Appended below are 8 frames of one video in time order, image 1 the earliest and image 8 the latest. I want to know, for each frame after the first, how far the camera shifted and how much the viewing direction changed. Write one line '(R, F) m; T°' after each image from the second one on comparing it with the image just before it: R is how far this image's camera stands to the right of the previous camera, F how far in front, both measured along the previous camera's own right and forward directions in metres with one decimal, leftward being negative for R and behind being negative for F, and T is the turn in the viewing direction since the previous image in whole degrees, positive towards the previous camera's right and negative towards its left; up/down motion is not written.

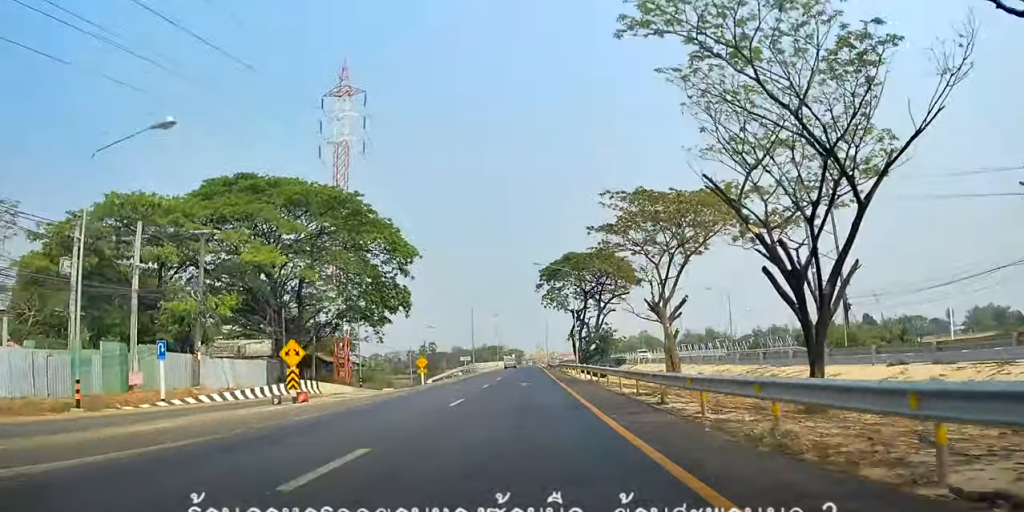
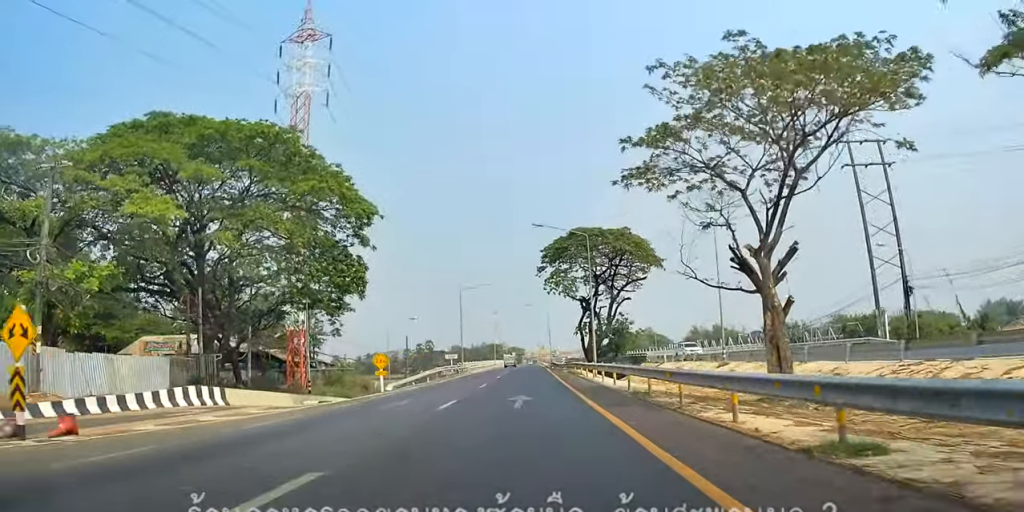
(+0.5, +14.8) m; 0°
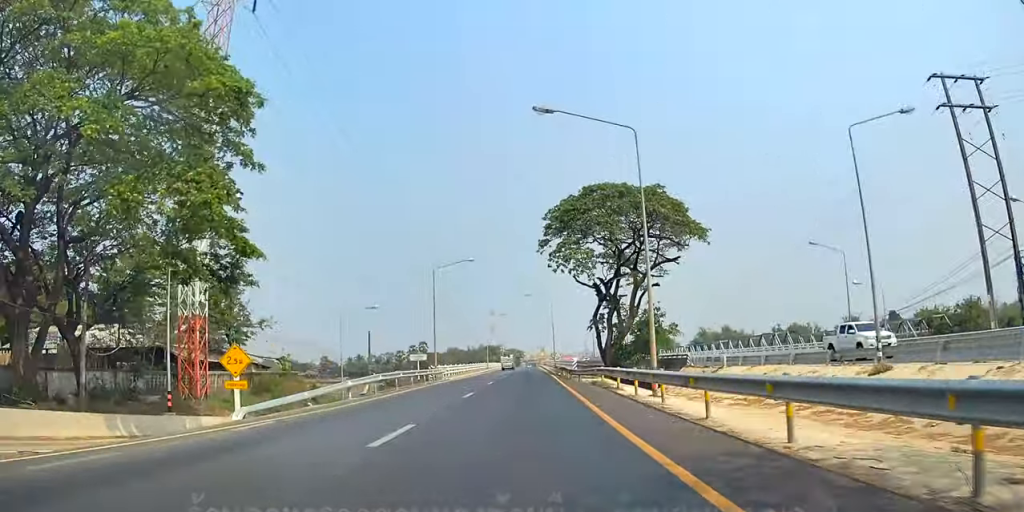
(-0.5, +17.9) m; -1°
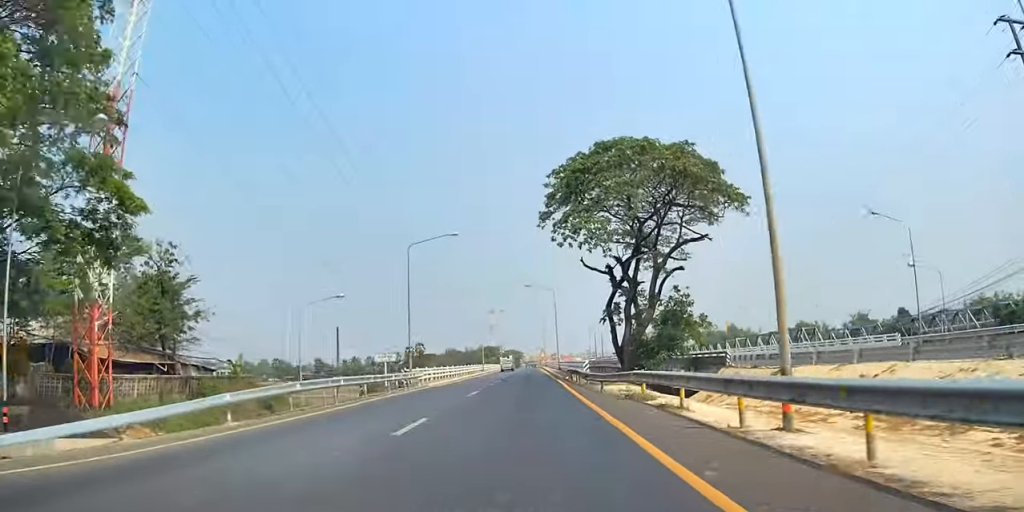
(-0.1, +11.1) m; -1°
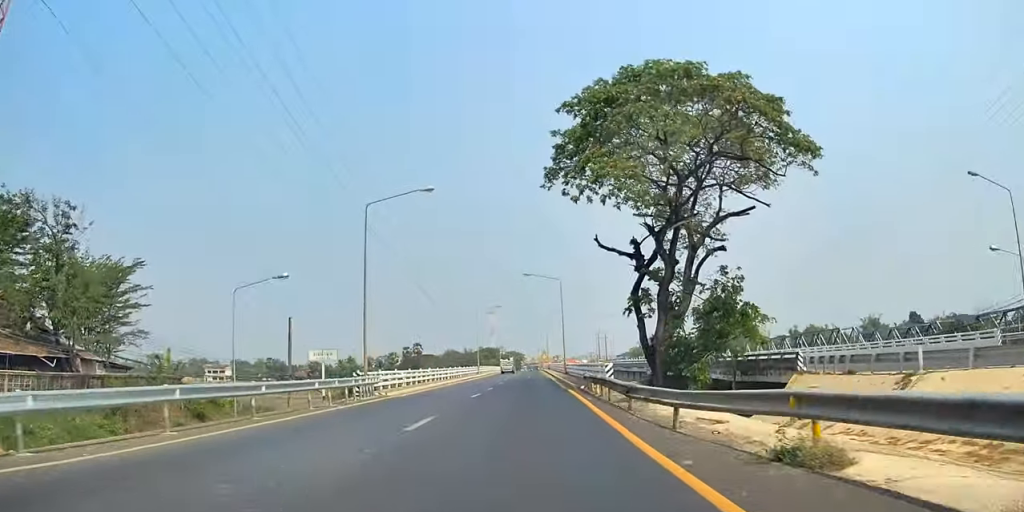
(0.0, +11.5) m; 0°
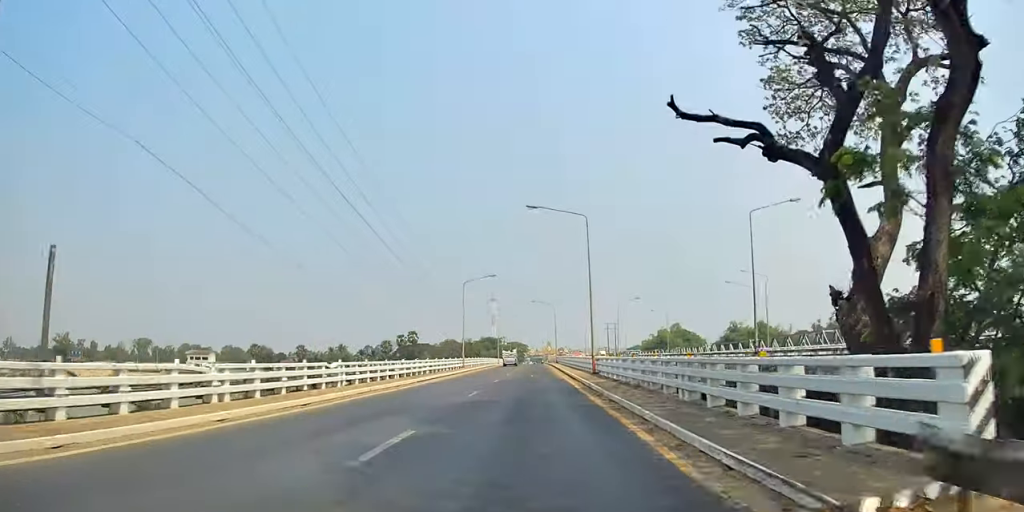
(0.0, +24.8) m; 0°
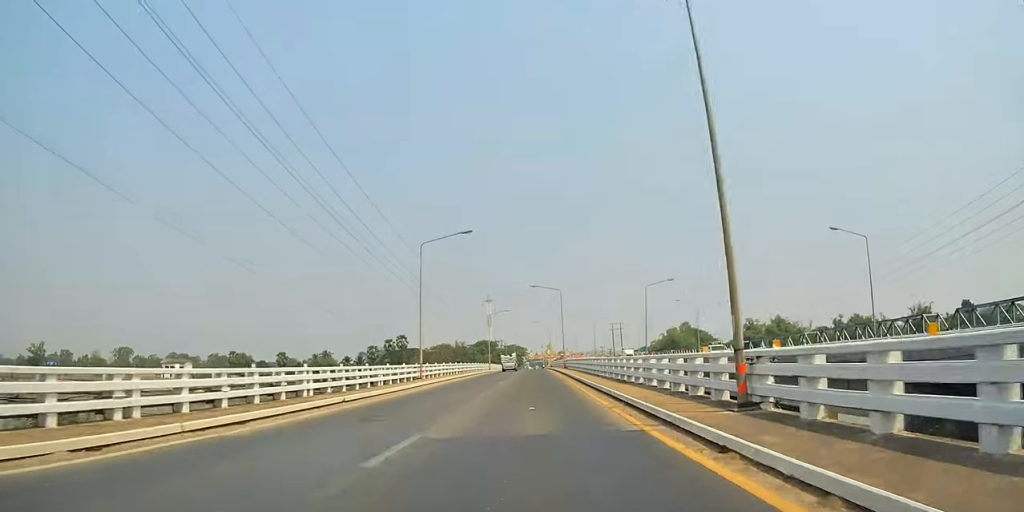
(0.0, +24.2) m; 0°
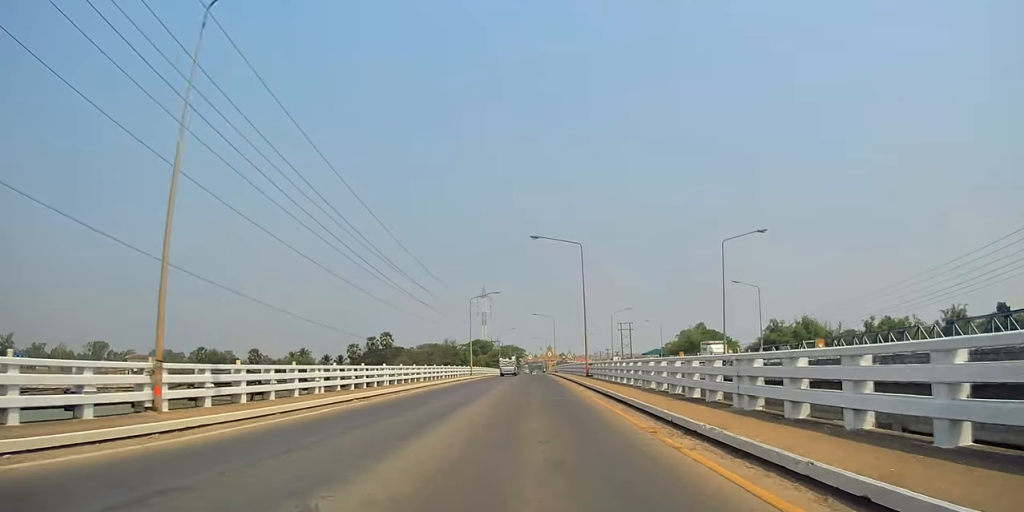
(0.0, +30.7) m; 0°
